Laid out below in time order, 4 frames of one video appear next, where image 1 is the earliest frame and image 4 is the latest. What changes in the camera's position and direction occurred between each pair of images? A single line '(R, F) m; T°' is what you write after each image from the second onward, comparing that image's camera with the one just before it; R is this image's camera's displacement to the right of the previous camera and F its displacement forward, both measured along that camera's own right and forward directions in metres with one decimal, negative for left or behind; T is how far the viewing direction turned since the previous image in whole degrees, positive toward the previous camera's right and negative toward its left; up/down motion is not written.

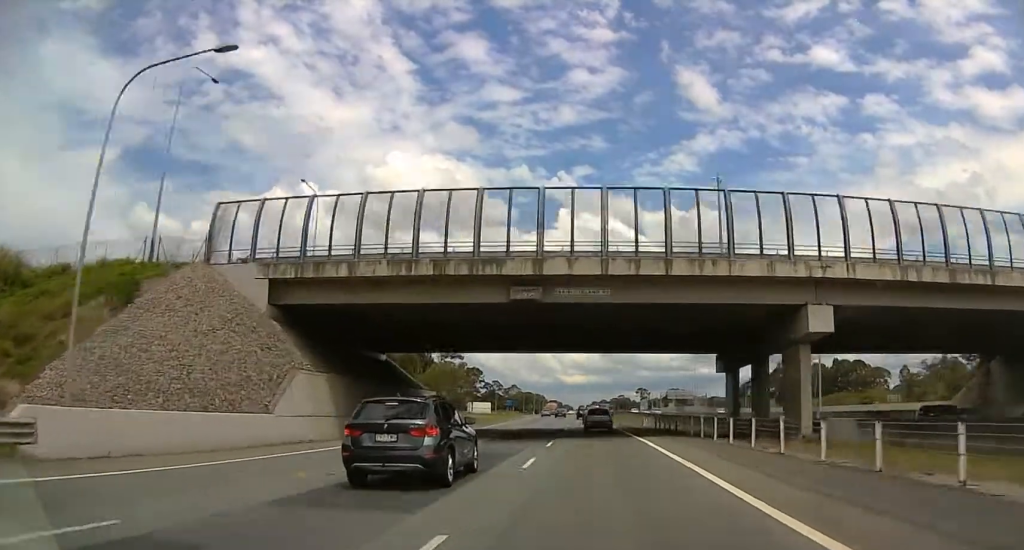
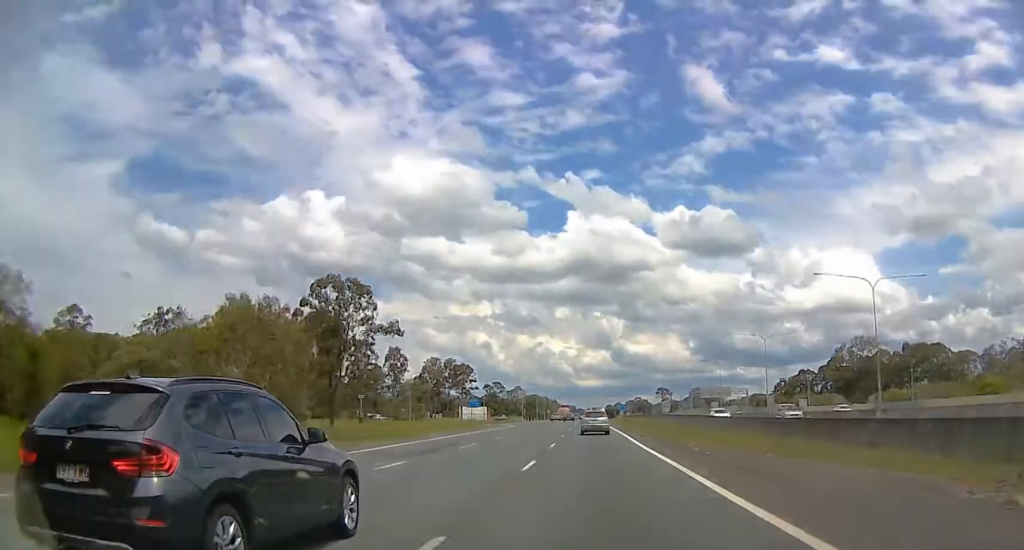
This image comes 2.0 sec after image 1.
(0.0, +56.8) m; 0°
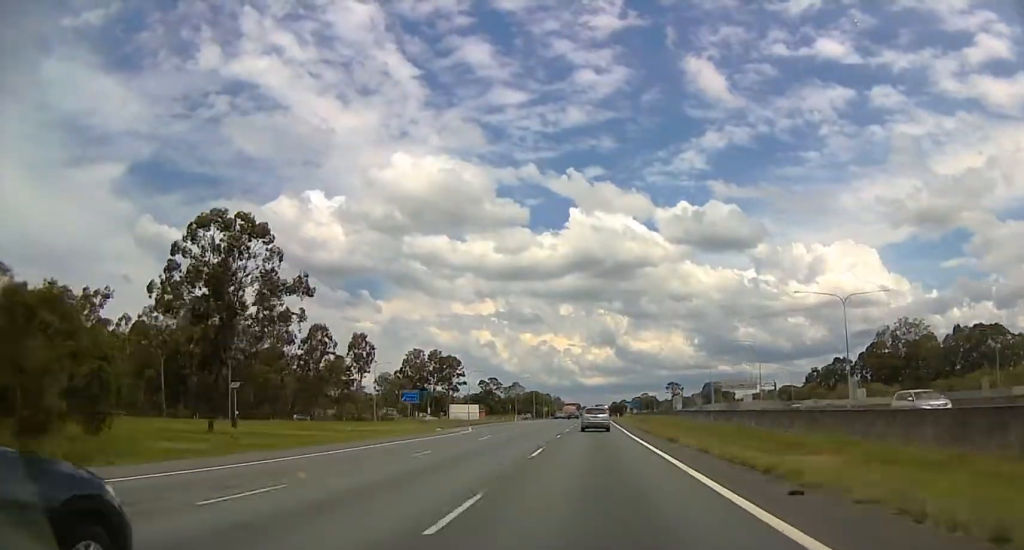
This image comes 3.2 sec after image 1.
(0.0, +33.3) m; -2°
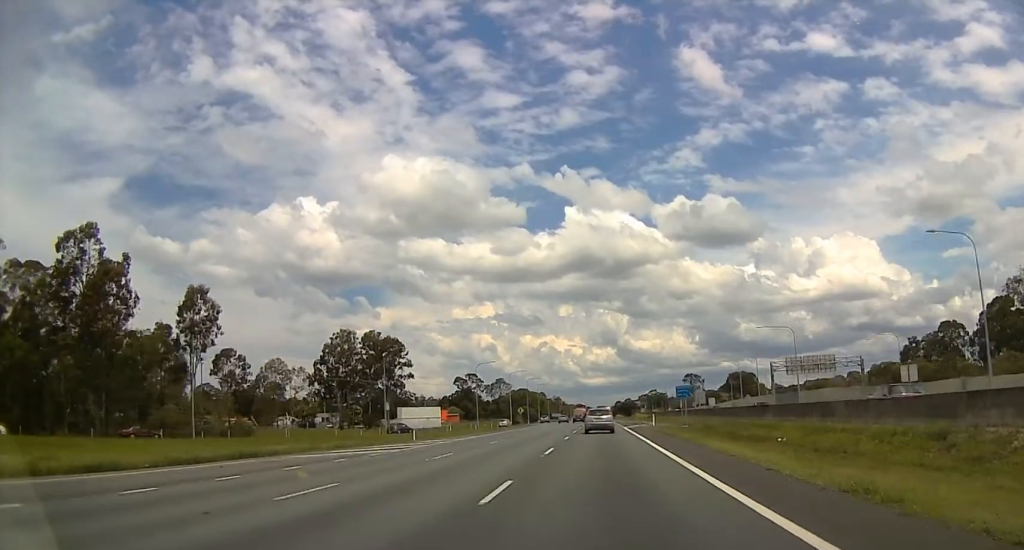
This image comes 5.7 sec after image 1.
(-1.5, +71.4) m; -2°
